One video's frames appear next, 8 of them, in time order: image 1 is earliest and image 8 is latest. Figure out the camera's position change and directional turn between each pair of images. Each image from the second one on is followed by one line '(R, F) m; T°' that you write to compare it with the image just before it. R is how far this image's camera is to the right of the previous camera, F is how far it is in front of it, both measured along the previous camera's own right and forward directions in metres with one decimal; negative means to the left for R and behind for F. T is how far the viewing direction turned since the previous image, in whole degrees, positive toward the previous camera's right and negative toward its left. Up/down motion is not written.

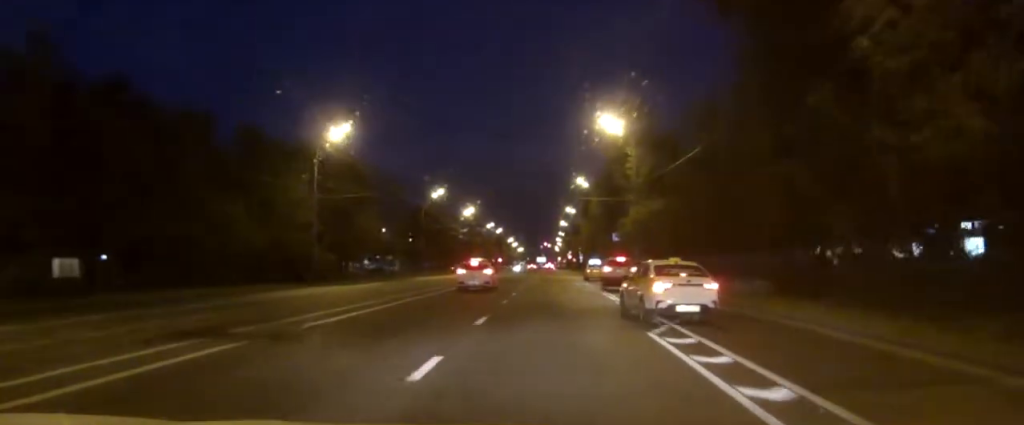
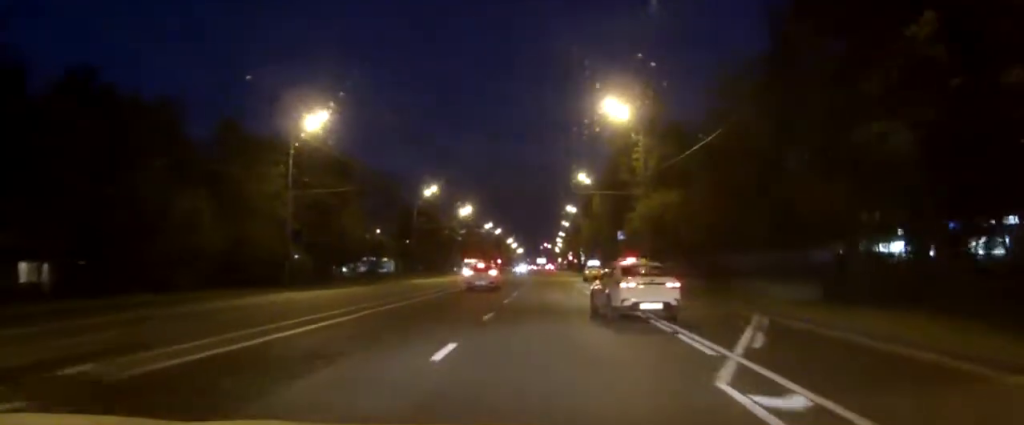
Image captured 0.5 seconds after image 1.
(0.0, +6.1) m; 0°
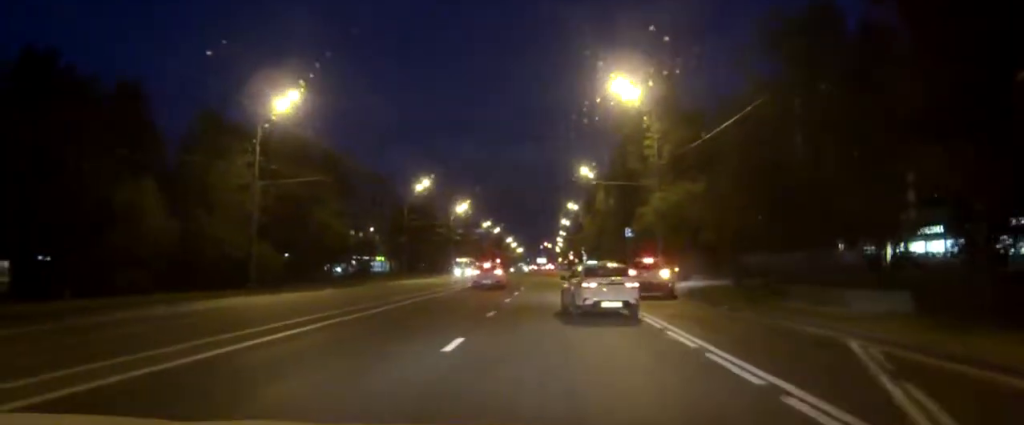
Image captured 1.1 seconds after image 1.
(-0.1, +6.8) m; 0°
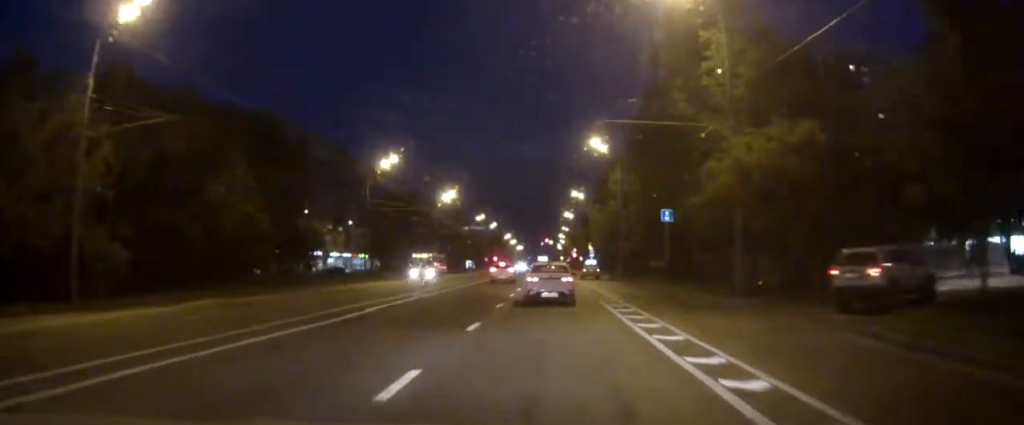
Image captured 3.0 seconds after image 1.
(+0.2, +20.5) m; +1°
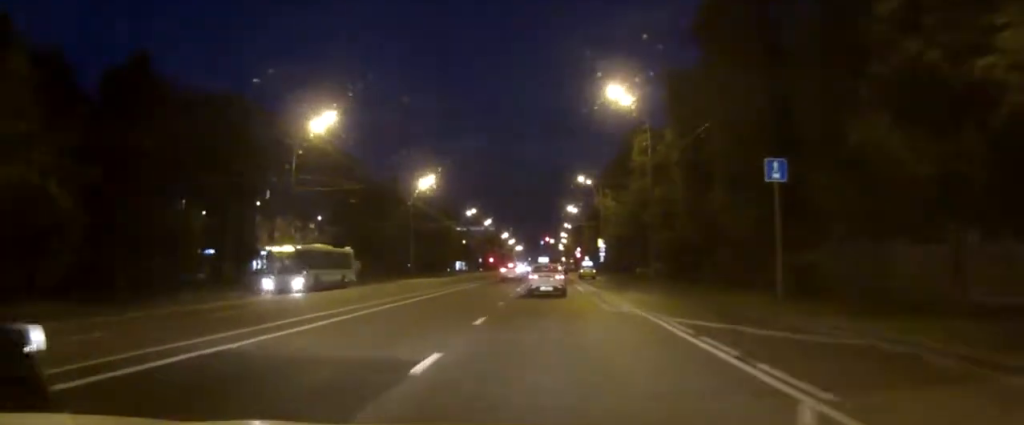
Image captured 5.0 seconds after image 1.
(+0.1, +22.6) m; 0°
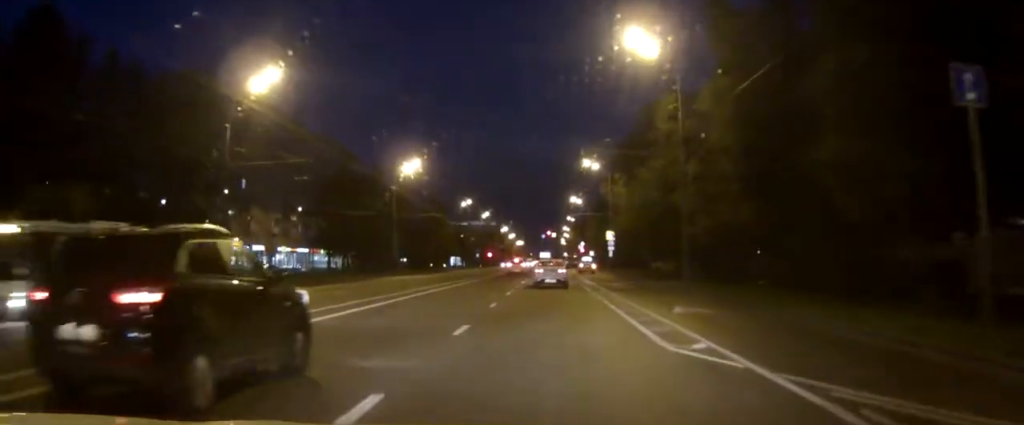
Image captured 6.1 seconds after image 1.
(-0.1, +12.1) m; 0°
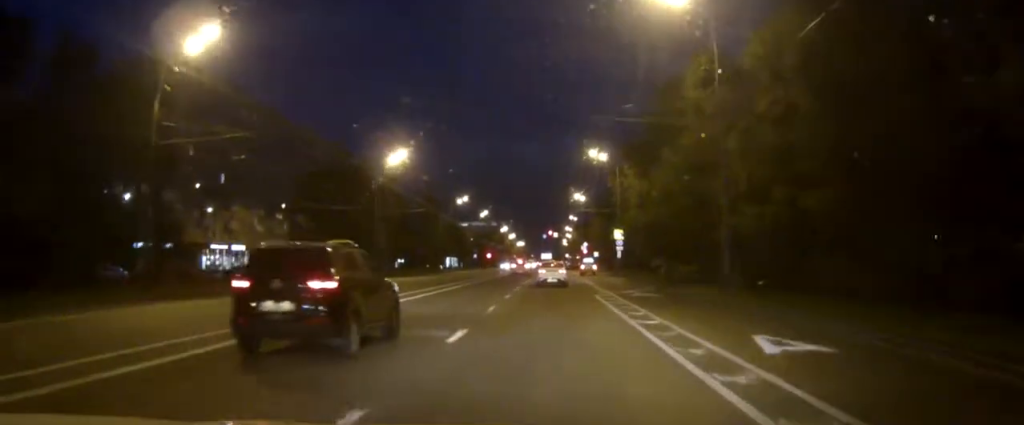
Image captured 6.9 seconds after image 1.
(0.0, +9.0) m; 0°
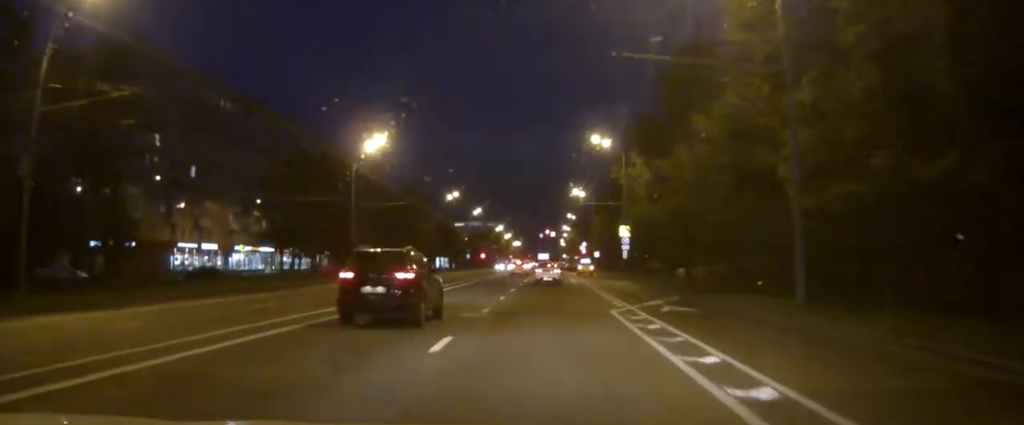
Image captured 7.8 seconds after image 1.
(0.0, +9.7) m; 0°
